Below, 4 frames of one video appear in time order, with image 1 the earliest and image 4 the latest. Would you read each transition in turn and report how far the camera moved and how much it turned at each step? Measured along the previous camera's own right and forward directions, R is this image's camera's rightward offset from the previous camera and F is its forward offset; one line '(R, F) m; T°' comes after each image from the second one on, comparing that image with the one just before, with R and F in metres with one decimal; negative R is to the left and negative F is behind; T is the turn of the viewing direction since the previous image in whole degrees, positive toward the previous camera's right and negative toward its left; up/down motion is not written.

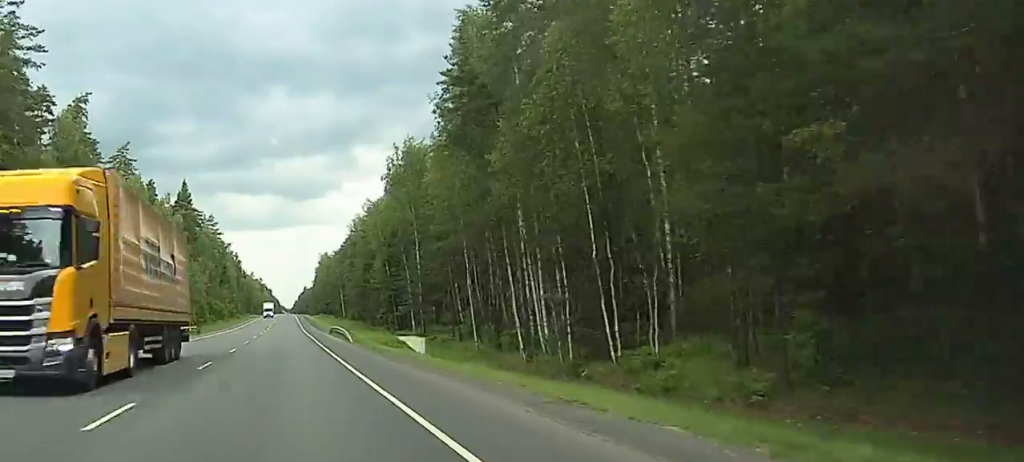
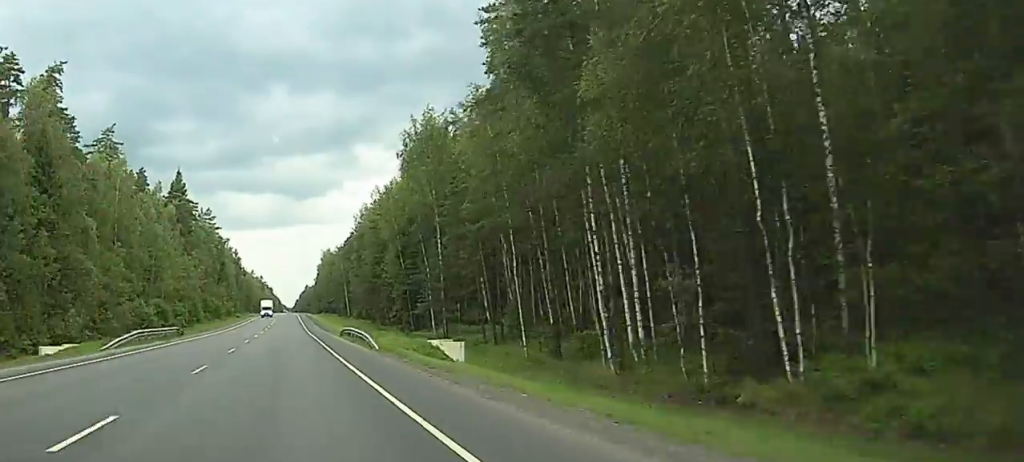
(0.0, +13.5) m; 0°
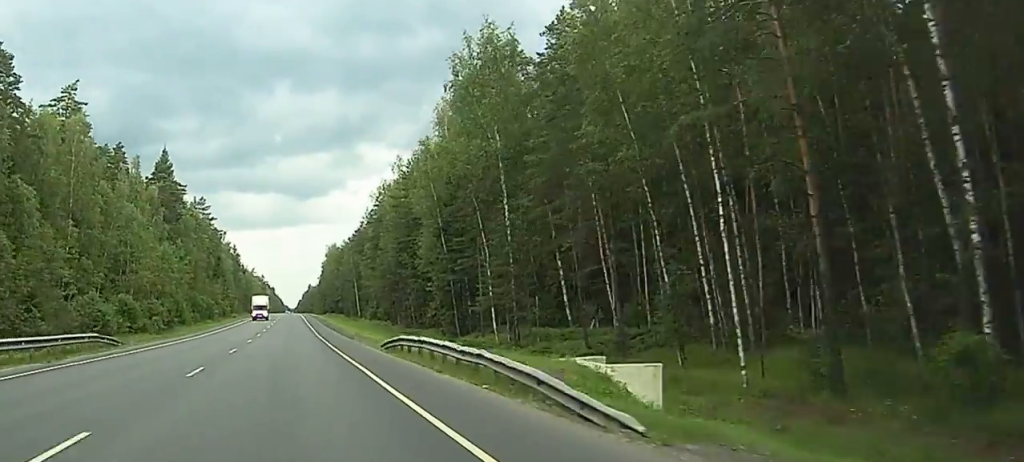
(0.0, +25.9) m; 0°
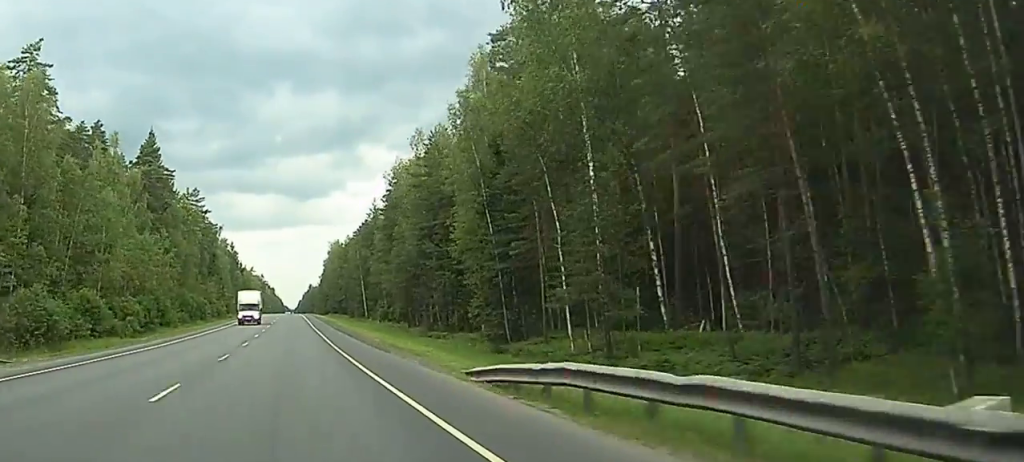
(-0.1, +17.3) m; 0°
